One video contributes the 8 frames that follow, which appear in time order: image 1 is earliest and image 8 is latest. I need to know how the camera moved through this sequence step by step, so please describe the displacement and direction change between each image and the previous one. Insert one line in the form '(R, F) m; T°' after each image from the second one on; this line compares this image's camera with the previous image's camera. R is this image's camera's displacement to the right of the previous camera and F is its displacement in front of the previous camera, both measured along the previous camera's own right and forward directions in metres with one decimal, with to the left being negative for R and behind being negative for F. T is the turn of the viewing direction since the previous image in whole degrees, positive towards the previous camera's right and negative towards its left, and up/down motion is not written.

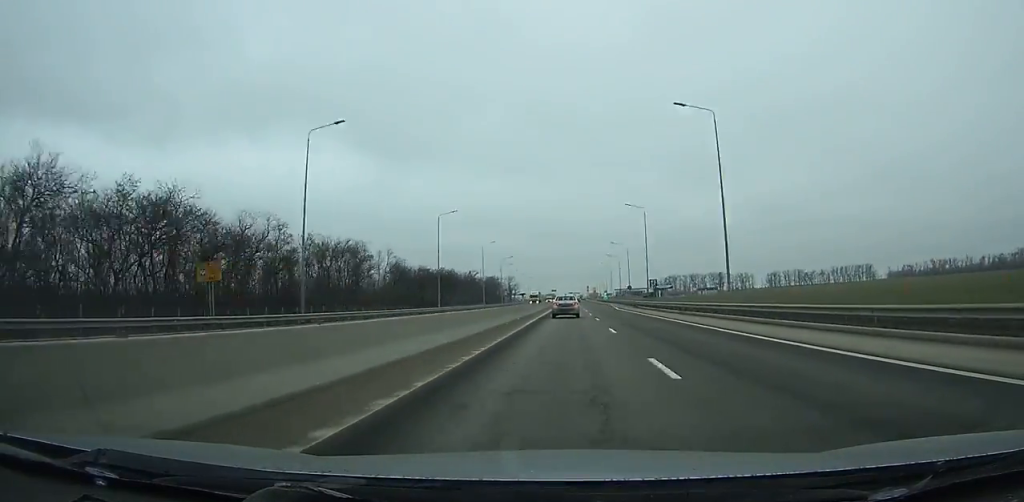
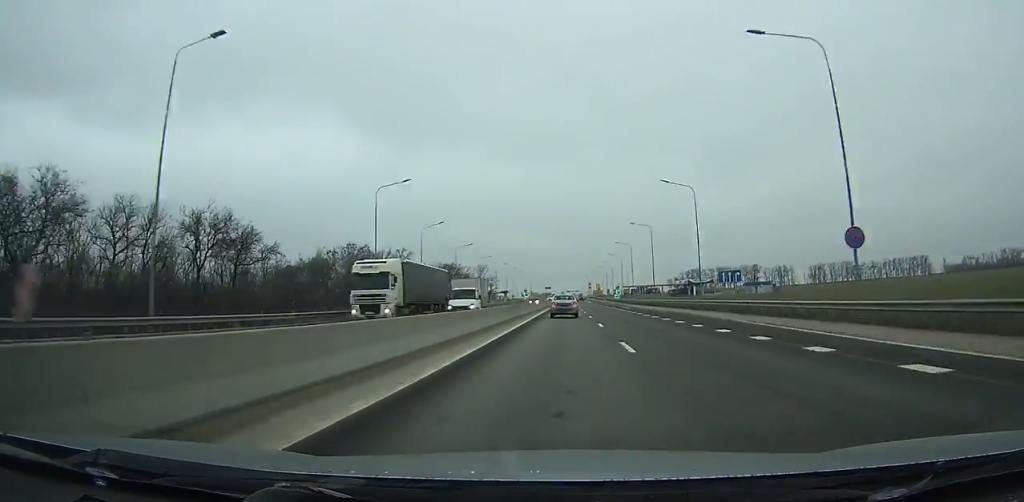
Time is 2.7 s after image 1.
(-0.4, +90.8) m; 0°
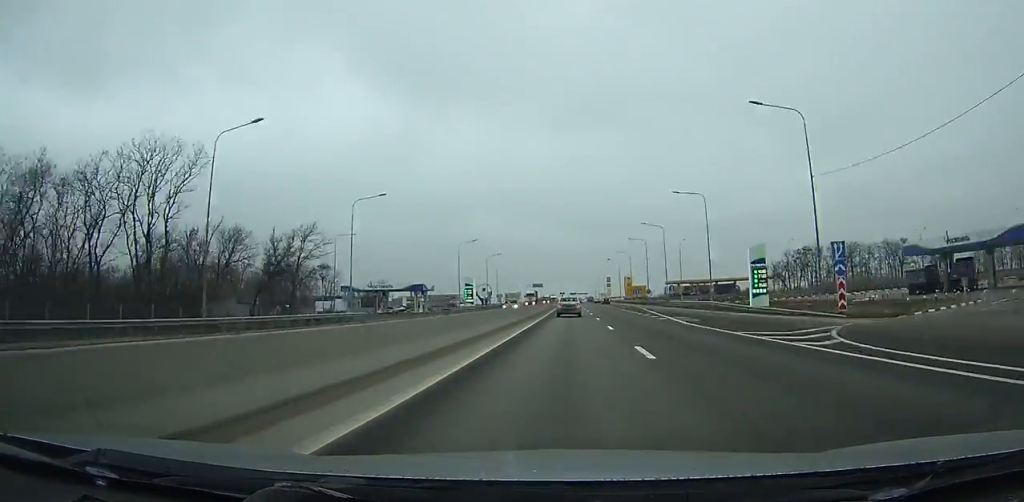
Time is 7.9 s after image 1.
(-0.1, +171.0) m; 0°
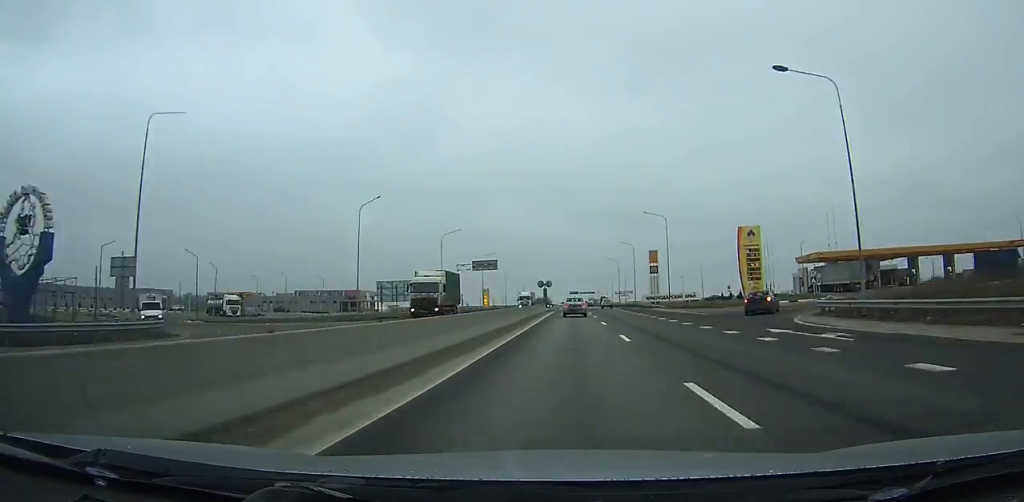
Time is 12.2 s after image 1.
(+0.5, +138.7) m; 0°
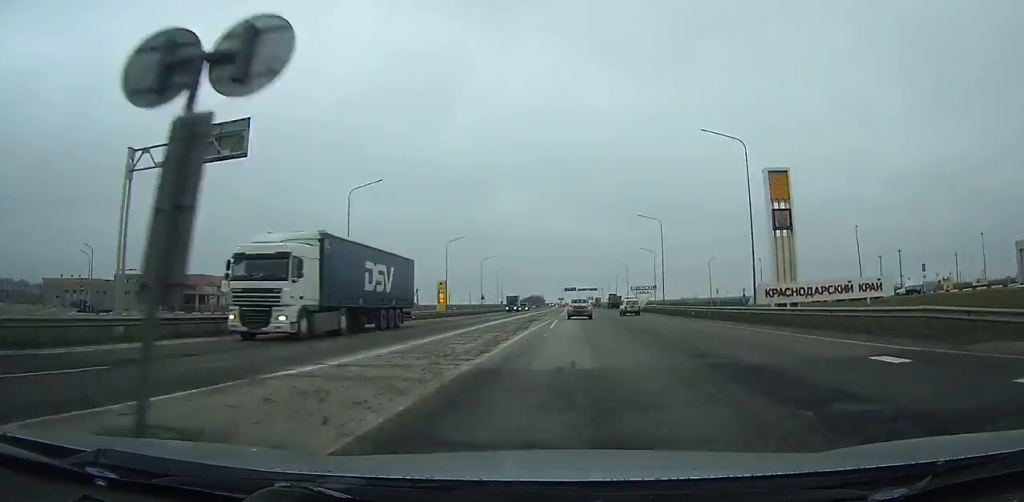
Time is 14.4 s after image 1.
(+0.2, +69.9) m; 0°
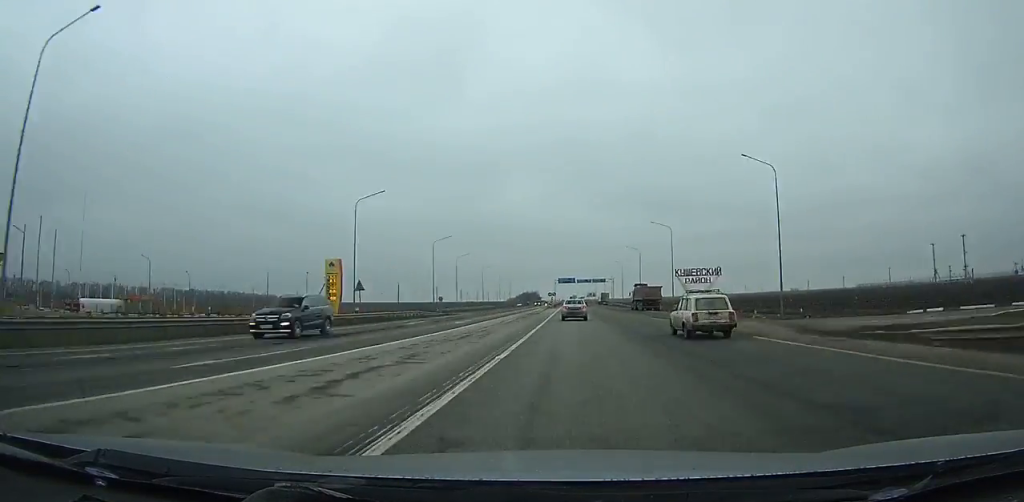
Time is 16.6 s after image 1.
(+0.2, +69.2) m; 0°
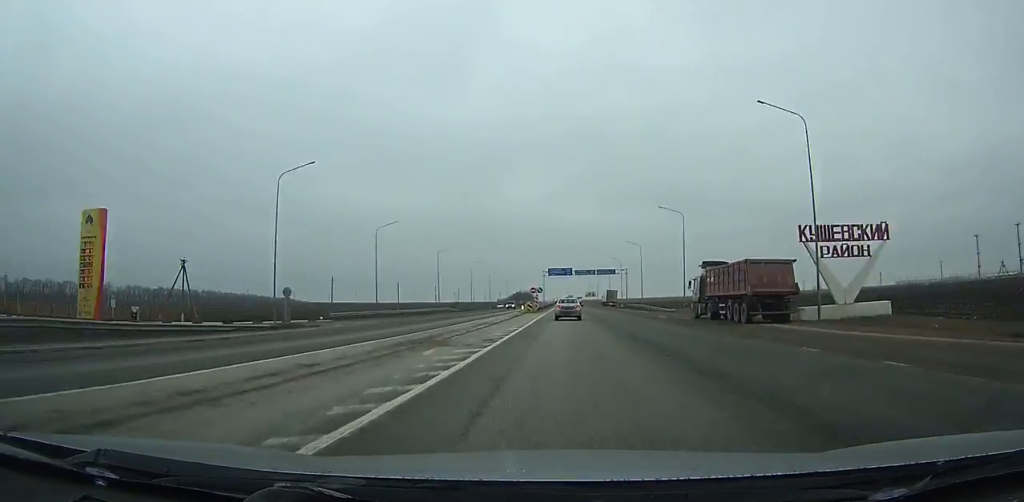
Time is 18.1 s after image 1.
(+0.1, +46.9) m; 0°
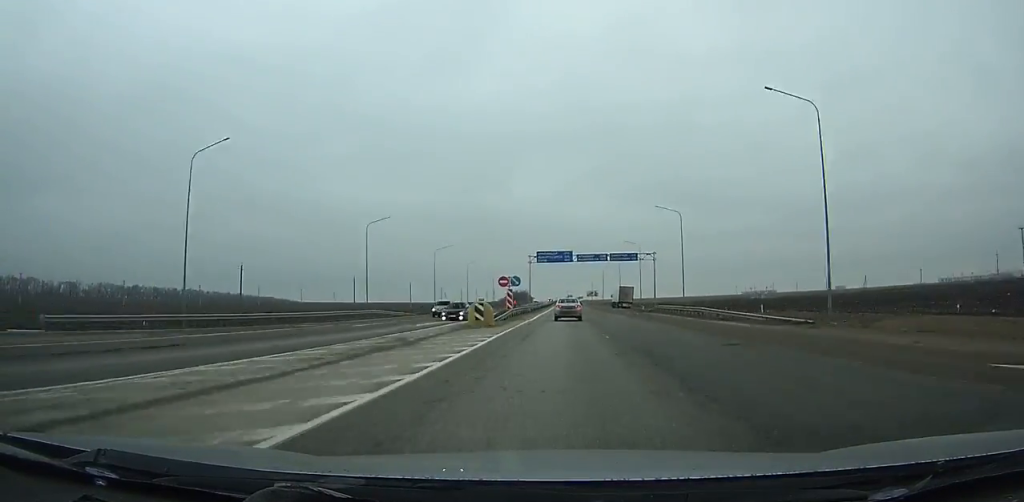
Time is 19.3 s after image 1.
(0.0, +36.8) m; 0°
